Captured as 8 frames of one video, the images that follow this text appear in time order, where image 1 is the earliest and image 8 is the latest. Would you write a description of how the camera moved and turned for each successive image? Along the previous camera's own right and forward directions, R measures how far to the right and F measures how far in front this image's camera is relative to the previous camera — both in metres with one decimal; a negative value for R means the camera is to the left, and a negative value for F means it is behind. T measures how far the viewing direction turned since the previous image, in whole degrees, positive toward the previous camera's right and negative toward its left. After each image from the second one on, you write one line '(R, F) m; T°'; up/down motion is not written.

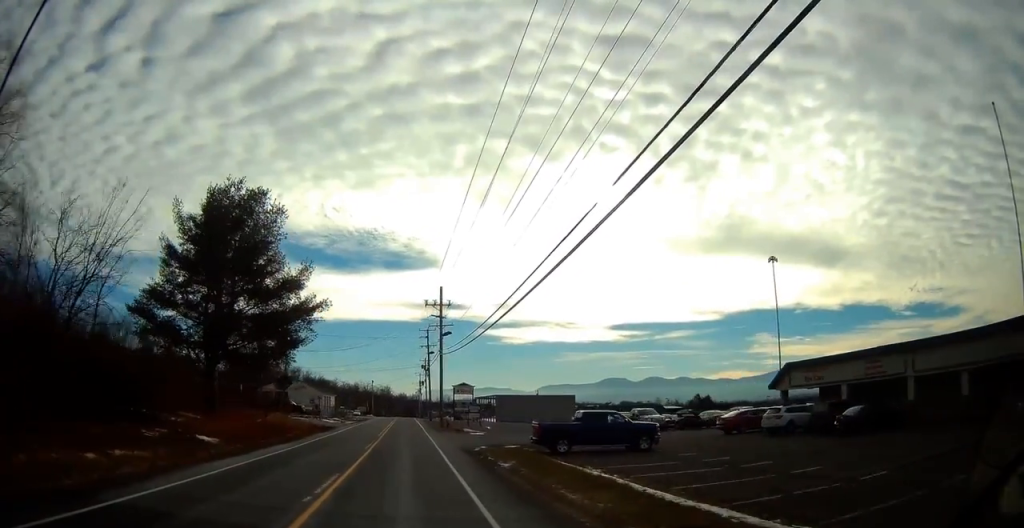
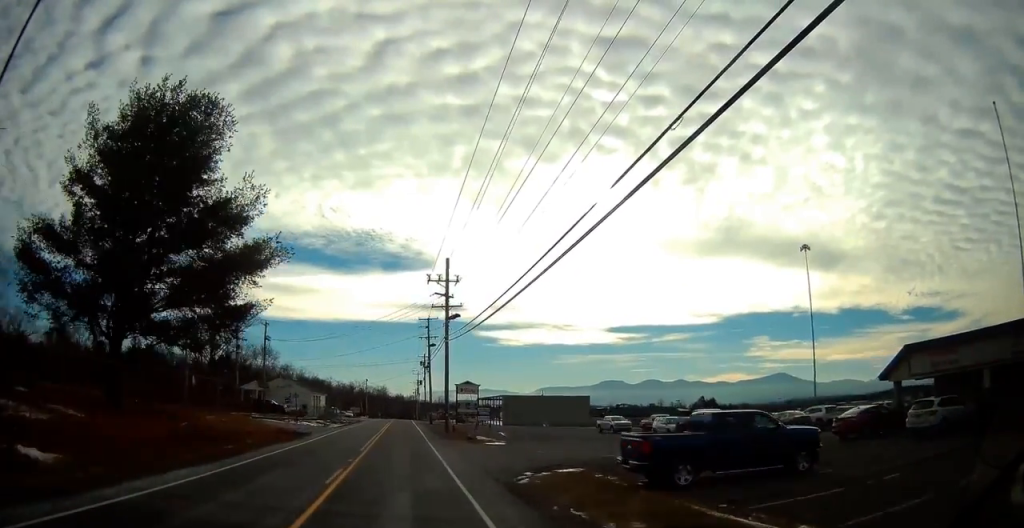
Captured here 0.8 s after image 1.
(-0.2, +11.4) m; 0°
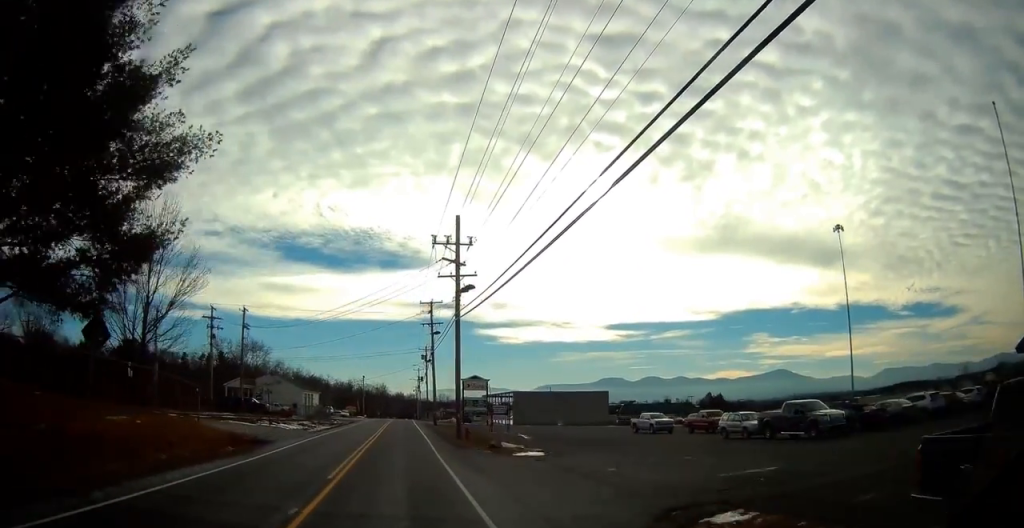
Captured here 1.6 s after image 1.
(+0.2, +10.0) m; +1°
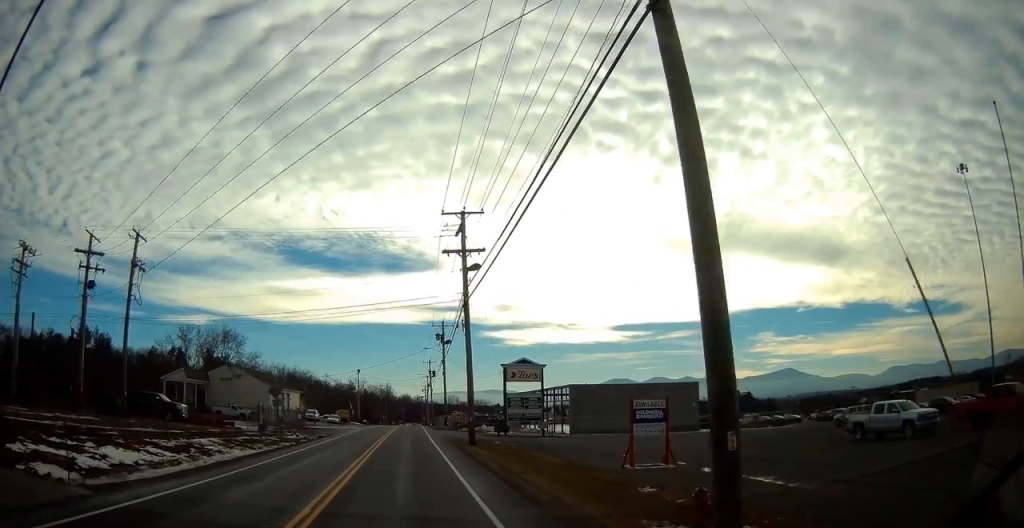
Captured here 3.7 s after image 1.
(+0.1, +29.1) m; -1°
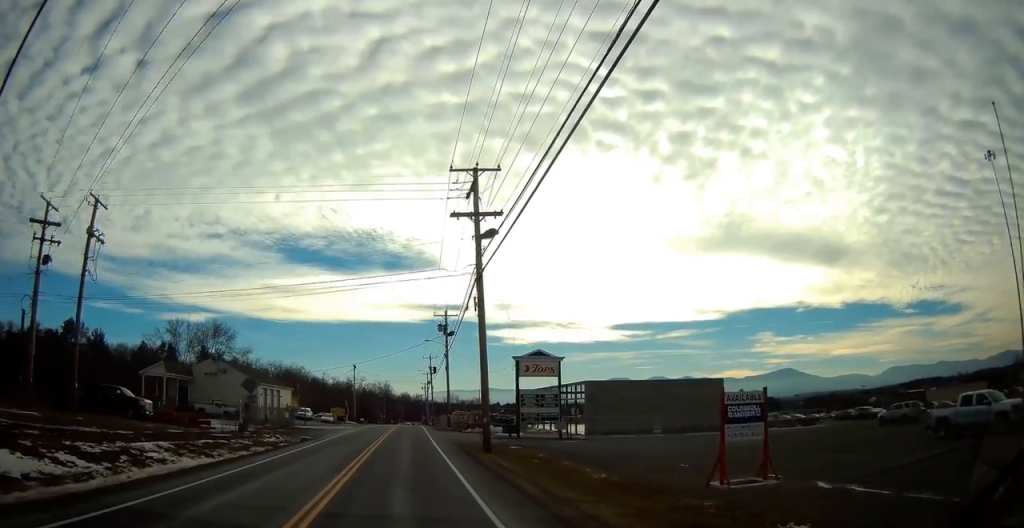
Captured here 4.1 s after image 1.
(-0.1, +6.0) m; 0°
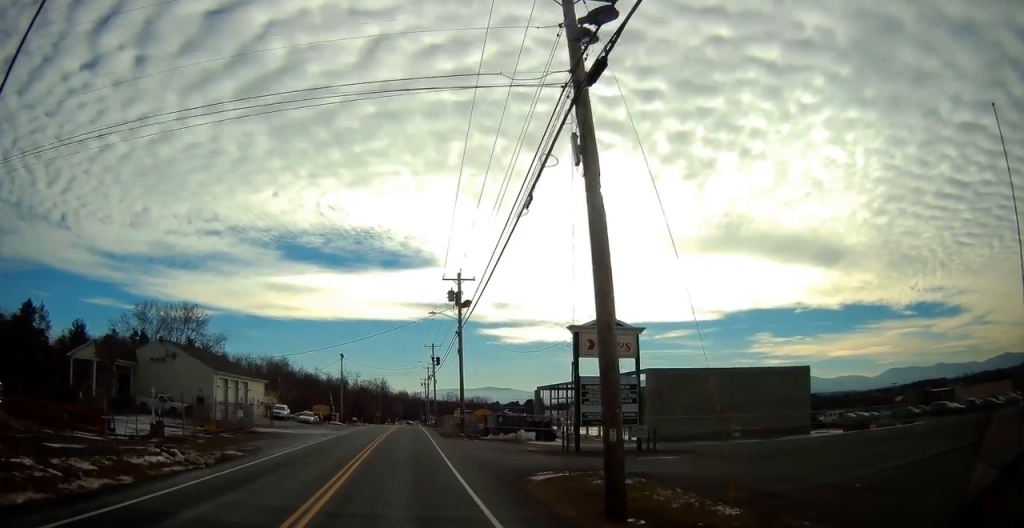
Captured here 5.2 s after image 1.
(0.0, +15.8) m; +1°
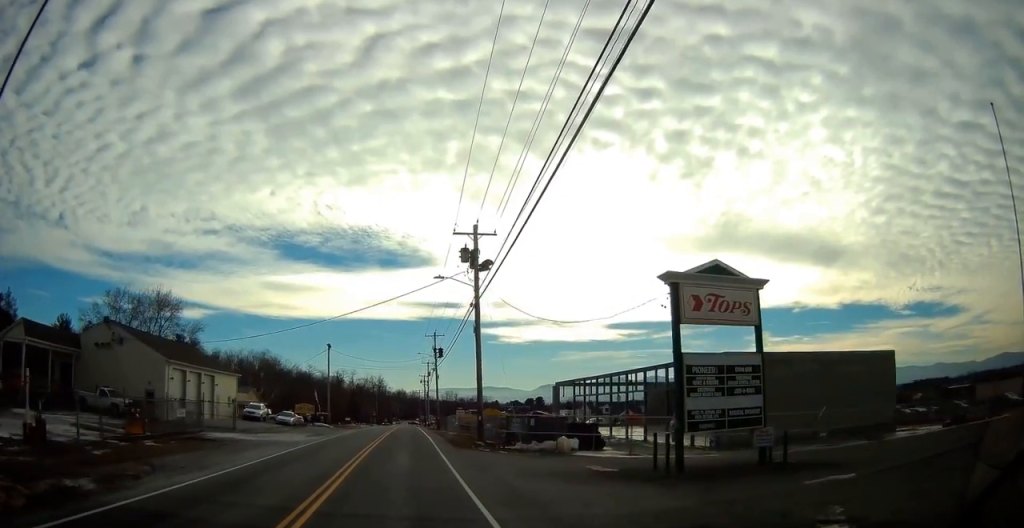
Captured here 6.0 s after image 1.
(+0.1, +11.1) m; 0°
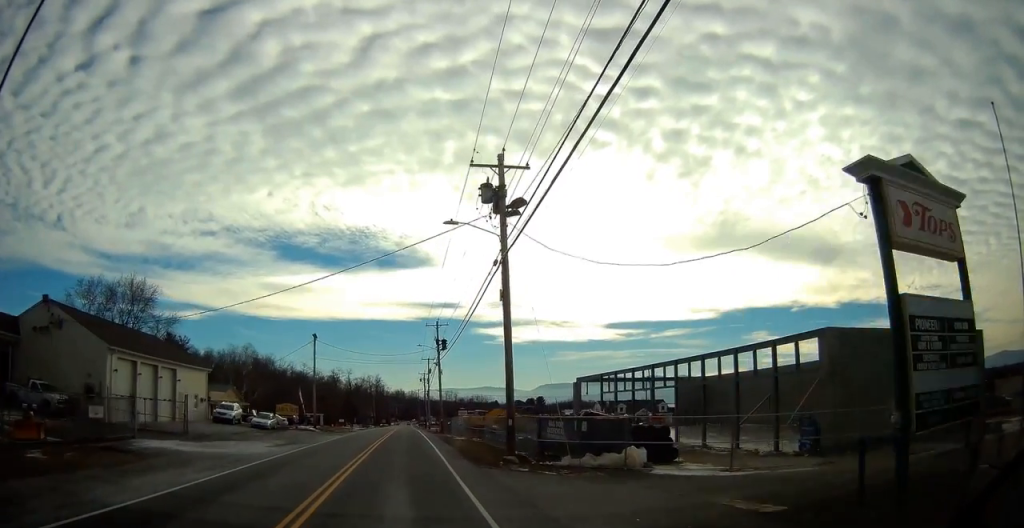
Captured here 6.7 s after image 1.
(0.0, +9.3) m; -1°
